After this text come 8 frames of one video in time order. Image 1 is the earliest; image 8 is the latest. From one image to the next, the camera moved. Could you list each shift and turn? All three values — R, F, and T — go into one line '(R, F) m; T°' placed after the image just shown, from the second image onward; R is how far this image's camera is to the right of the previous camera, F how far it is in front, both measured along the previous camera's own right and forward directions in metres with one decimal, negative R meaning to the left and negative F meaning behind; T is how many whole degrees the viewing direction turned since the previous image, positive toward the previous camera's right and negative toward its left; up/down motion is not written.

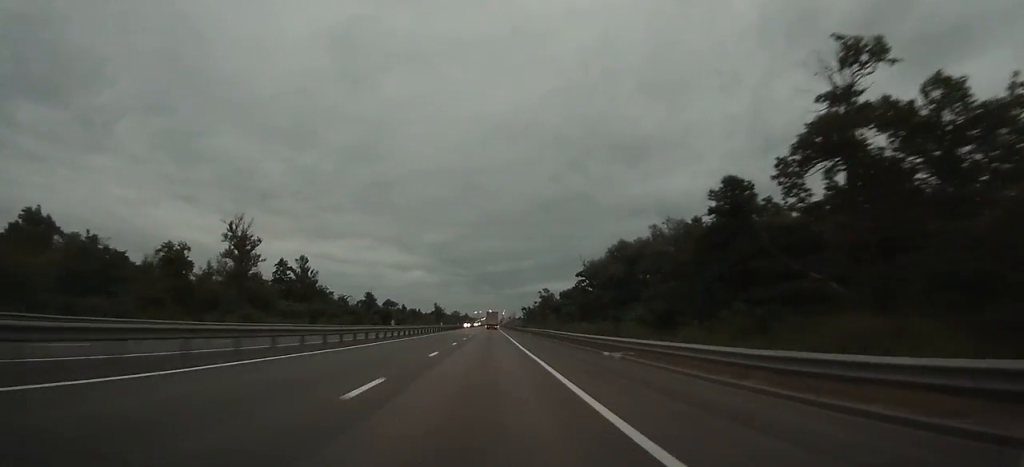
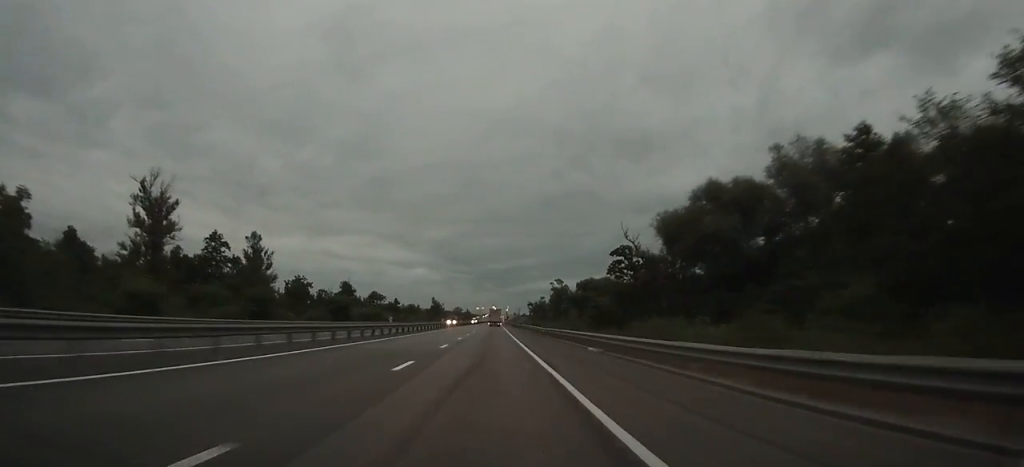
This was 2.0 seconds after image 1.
(0.0, +43.3) m; 0°
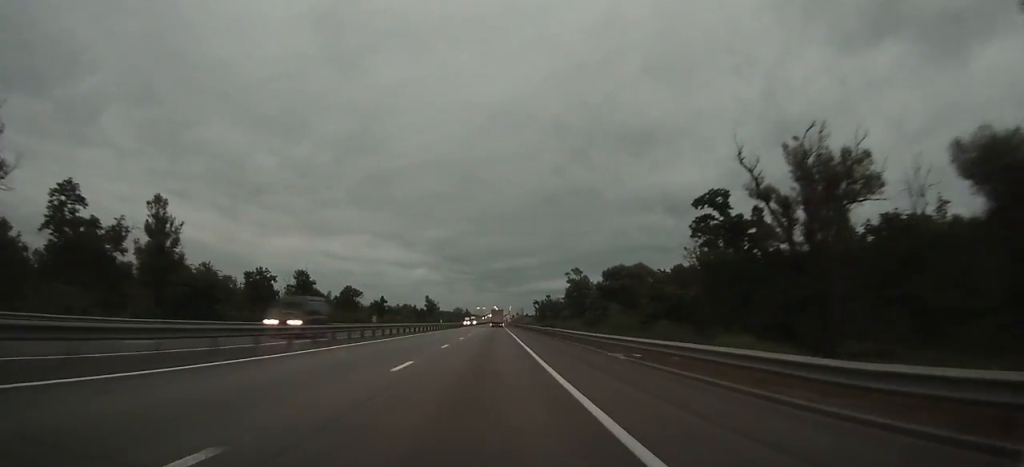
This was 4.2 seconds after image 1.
(0.0, +47.7) m; 0°
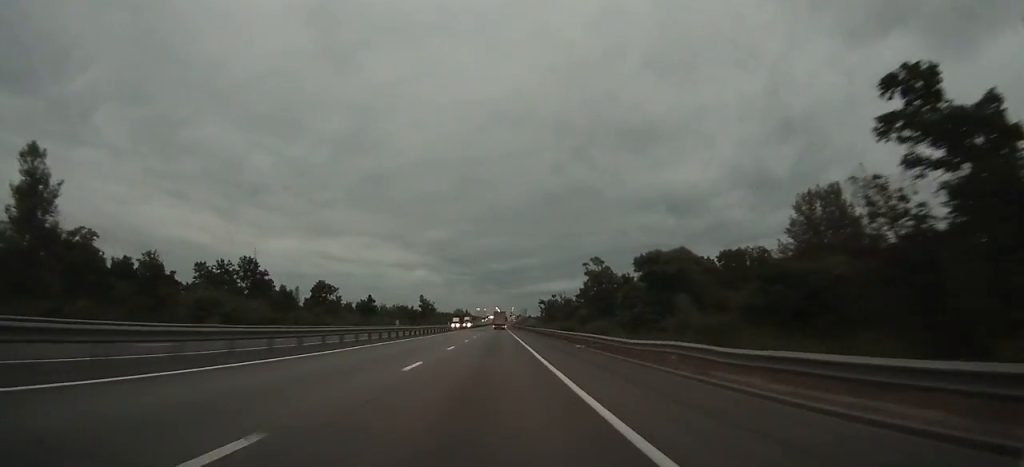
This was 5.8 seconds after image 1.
(0.0, +34.9) m; 0°
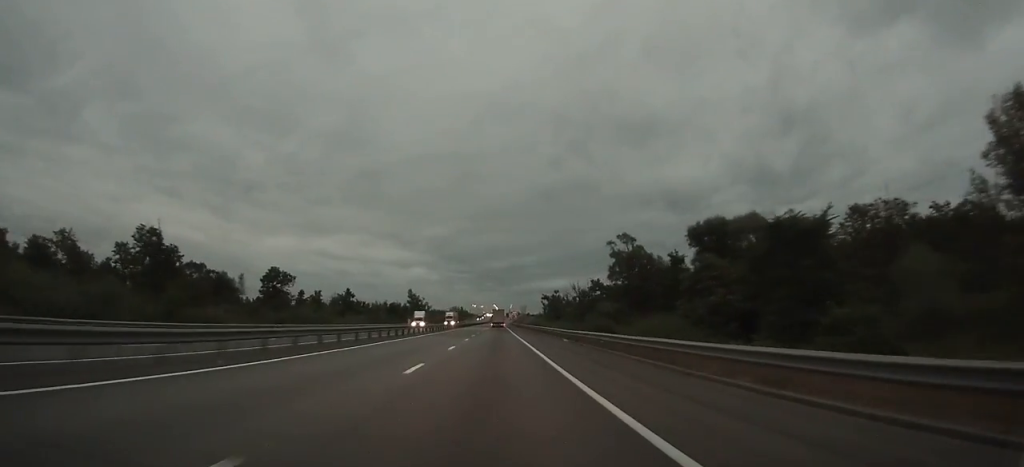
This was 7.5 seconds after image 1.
(-0.2, +36.6) m; 0°
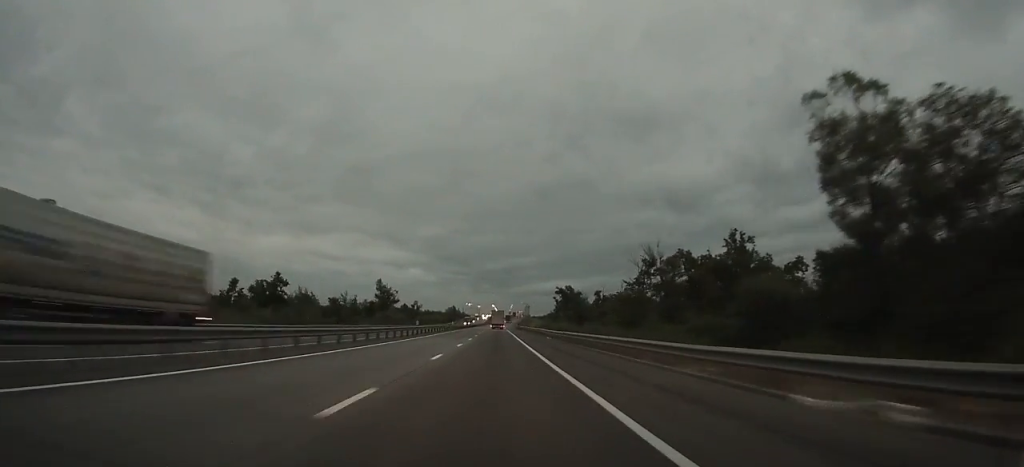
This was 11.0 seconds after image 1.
(+0.4, +77.9) m; +1°
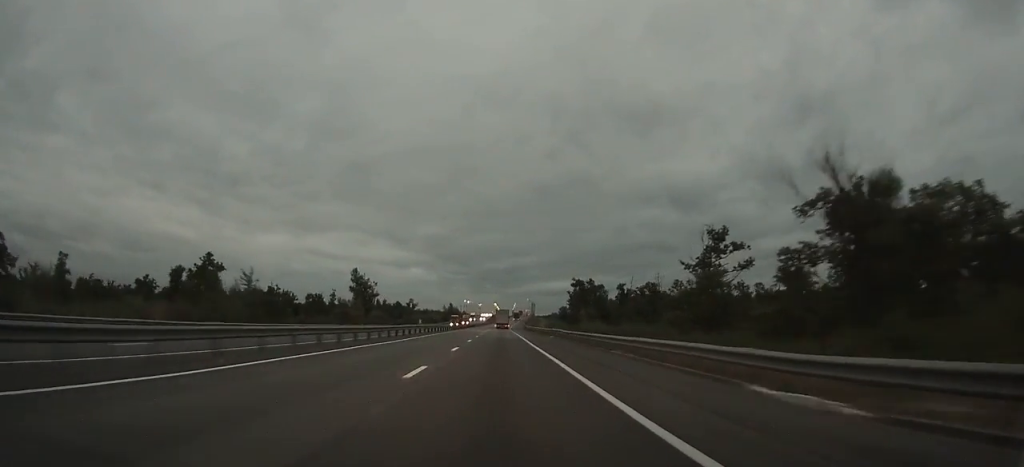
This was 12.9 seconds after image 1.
(0.0, +42.8) m; 0°
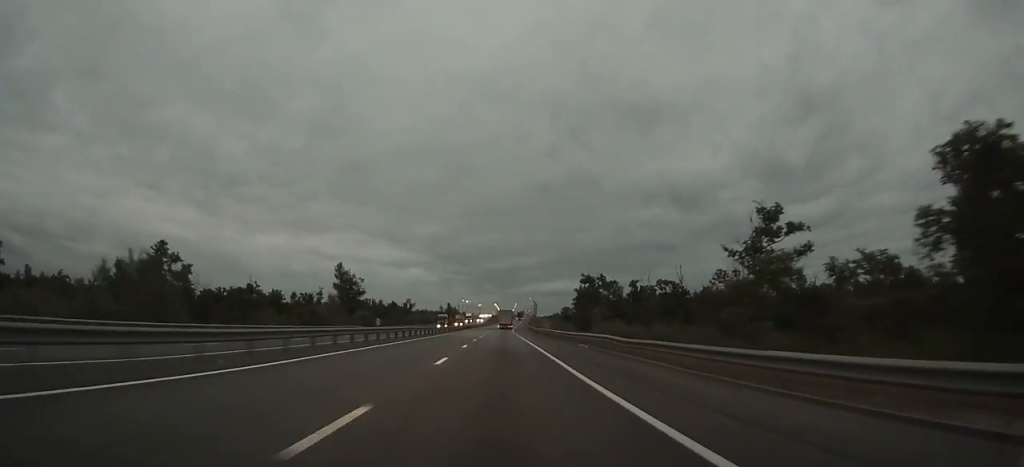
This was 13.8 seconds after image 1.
(0.0, +19.2) m; 0°
